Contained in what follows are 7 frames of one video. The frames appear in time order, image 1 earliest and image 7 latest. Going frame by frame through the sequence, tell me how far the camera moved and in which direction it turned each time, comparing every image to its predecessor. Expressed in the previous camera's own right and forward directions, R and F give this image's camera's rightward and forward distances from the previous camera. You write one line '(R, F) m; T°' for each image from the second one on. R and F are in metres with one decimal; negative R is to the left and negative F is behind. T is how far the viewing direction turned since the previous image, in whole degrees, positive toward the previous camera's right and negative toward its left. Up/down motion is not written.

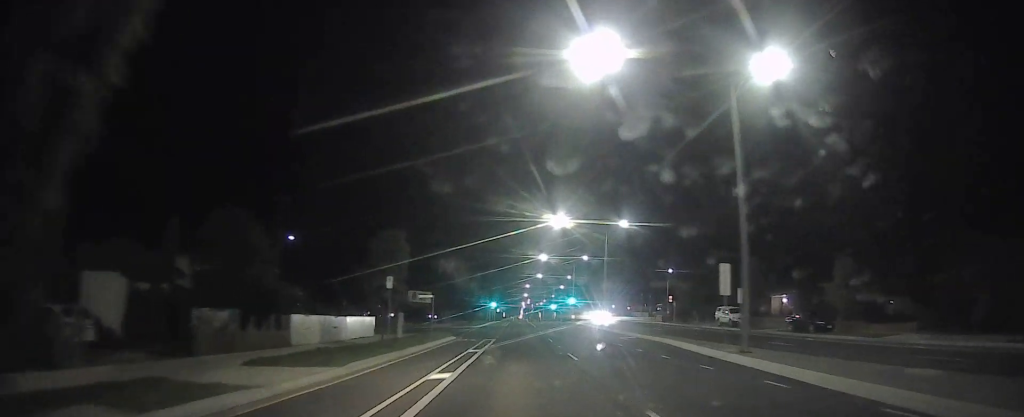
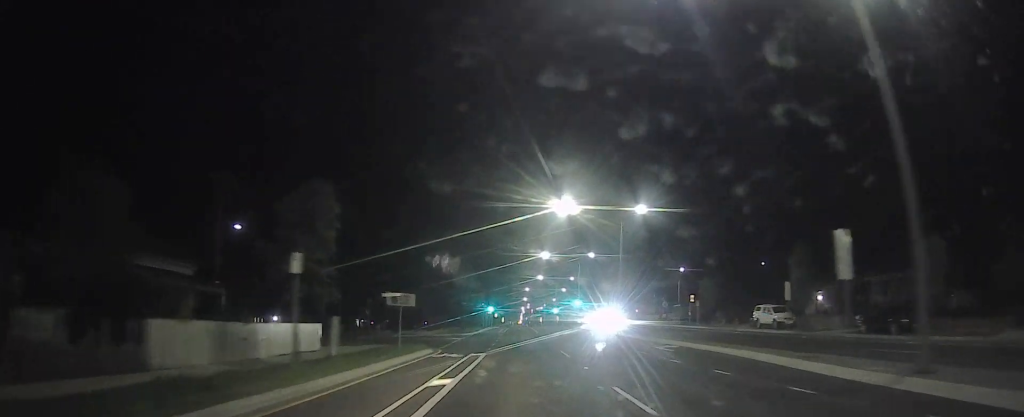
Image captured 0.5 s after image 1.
(0.0, +9.2) m; 0°
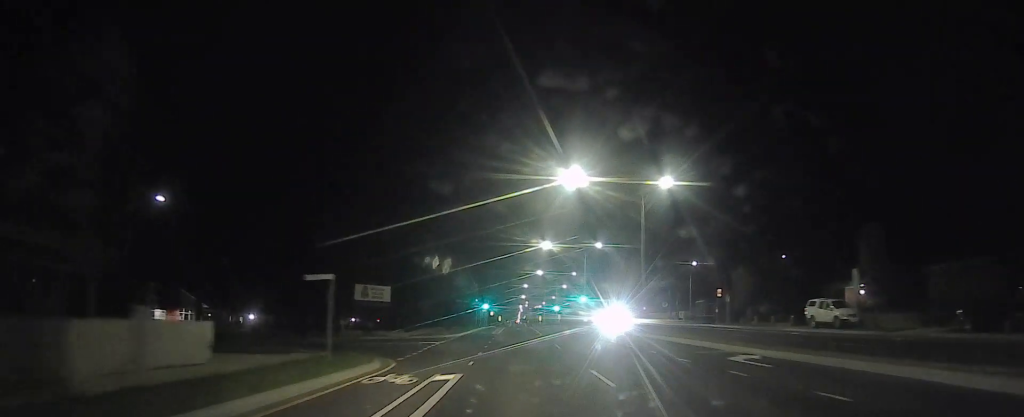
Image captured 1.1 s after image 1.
(0.0, +9.2) m; 0°
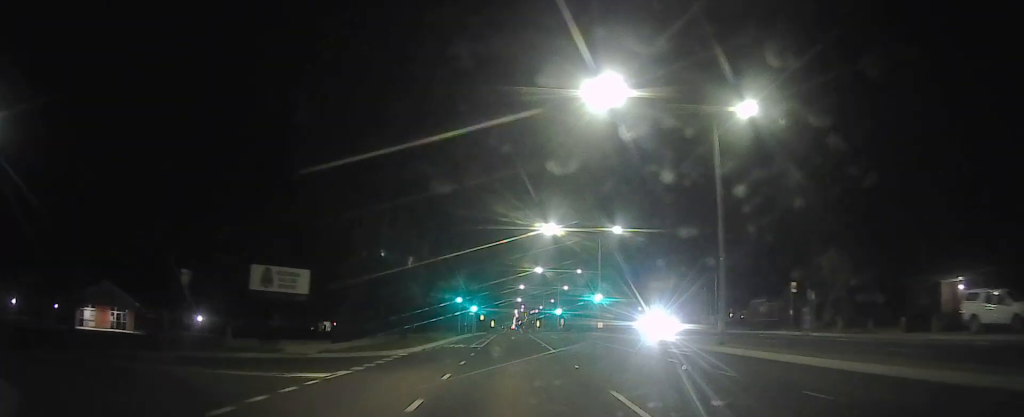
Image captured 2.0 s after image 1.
(+0.2, +15.7) m; +1°
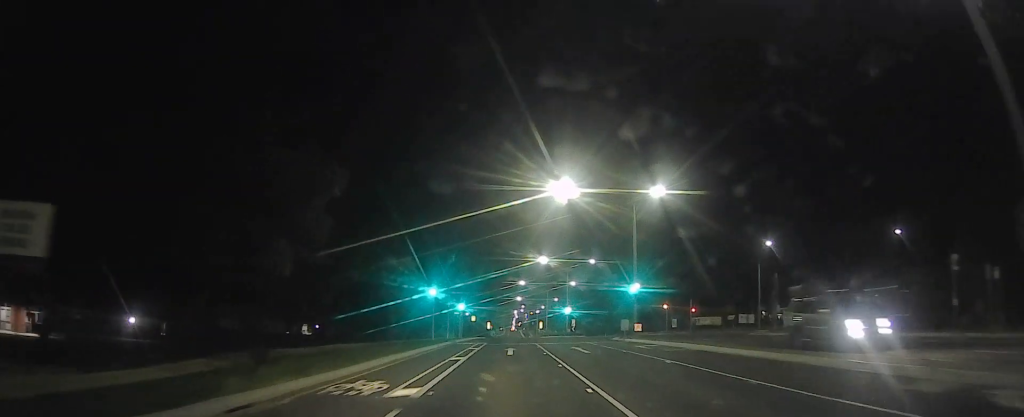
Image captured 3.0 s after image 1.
(0.0, +16.6) m; 0°
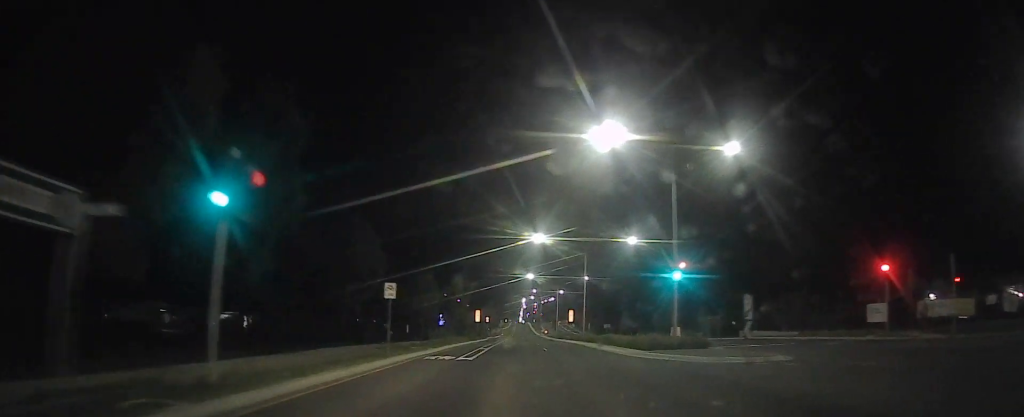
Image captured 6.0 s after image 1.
(-1.6, +49.2) m; -2°
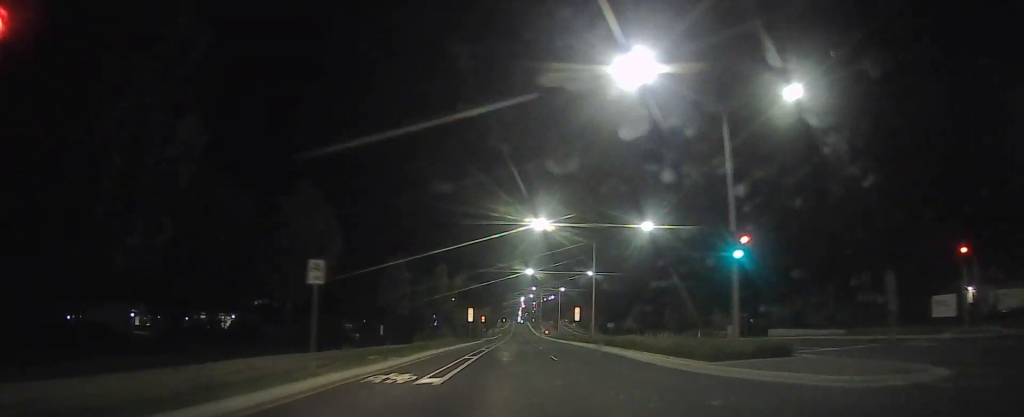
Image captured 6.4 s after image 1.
(+0.3, +7.9) m; +2°
